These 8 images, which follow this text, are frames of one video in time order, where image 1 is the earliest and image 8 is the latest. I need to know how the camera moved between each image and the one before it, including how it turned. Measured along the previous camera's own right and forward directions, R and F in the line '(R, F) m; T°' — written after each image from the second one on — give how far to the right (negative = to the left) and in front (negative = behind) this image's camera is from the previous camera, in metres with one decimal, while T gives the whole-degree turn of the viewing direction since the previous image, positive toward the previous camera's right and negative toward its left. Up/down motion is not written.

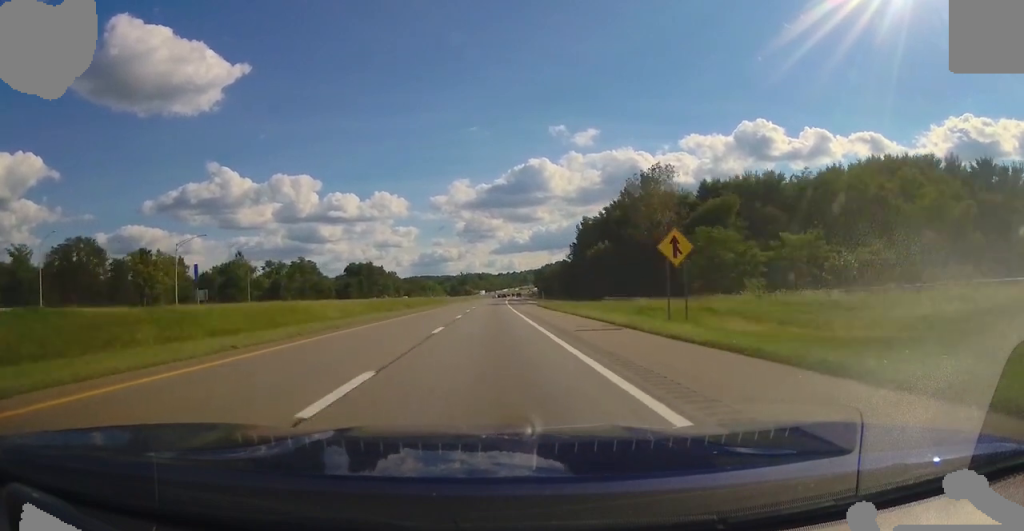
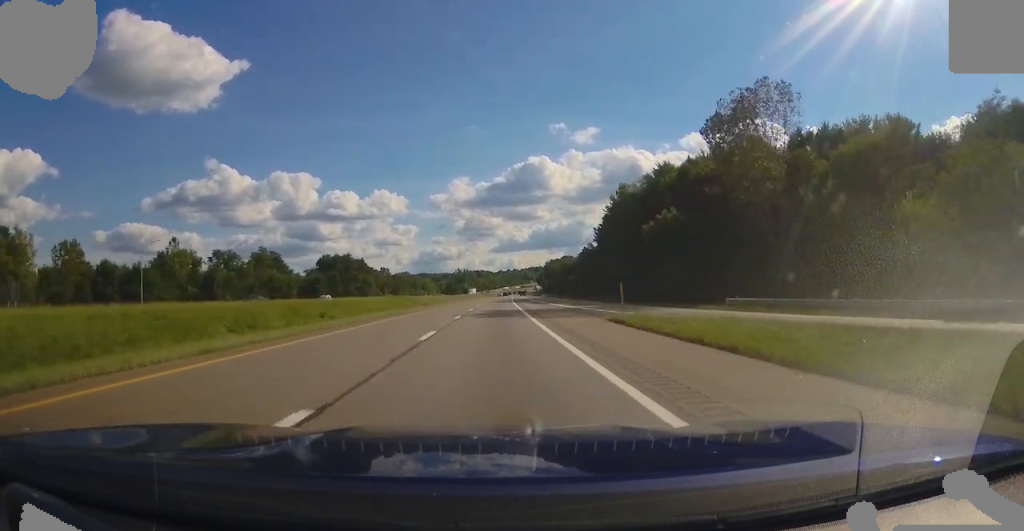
(+0.2, +40.5) m; +1°
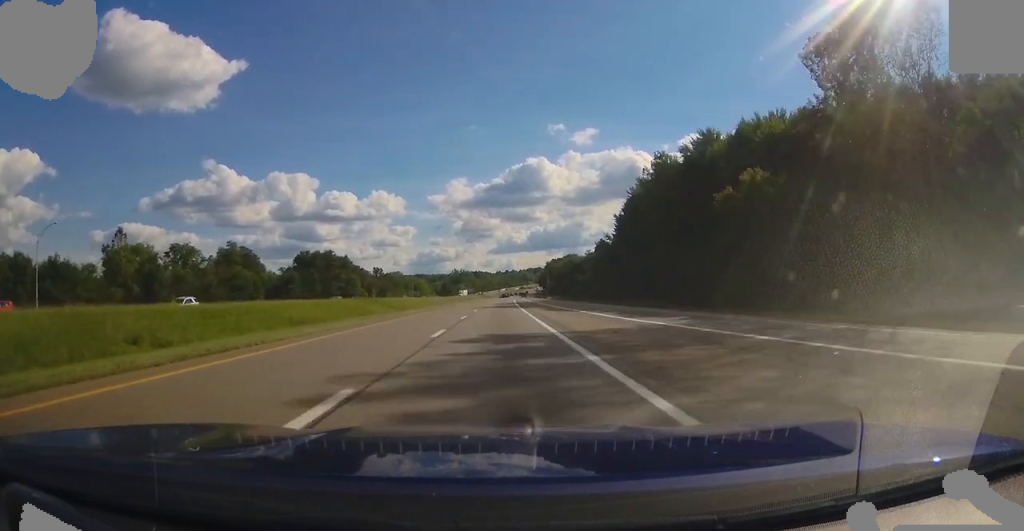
(+0.1, +23.4) m; 0°
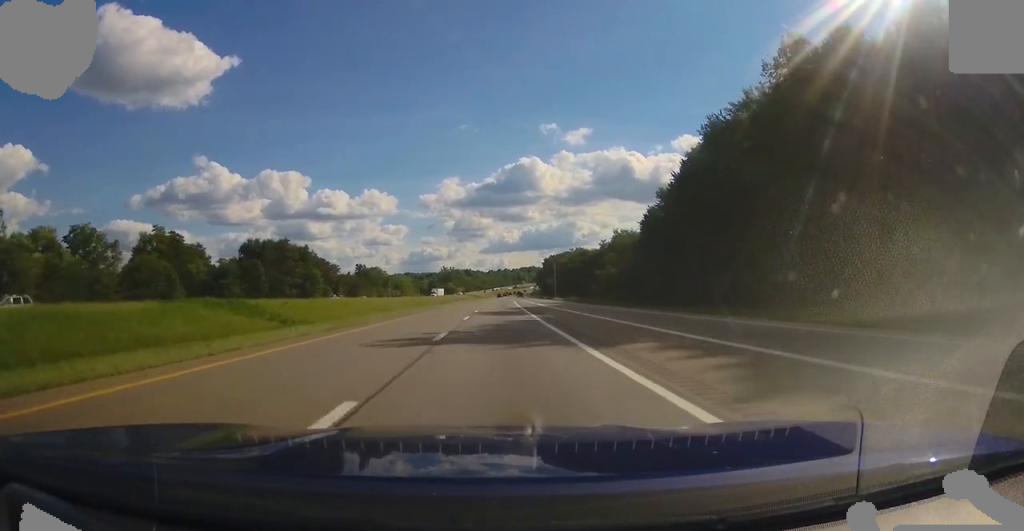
(0.0, +38.0) m; 0°
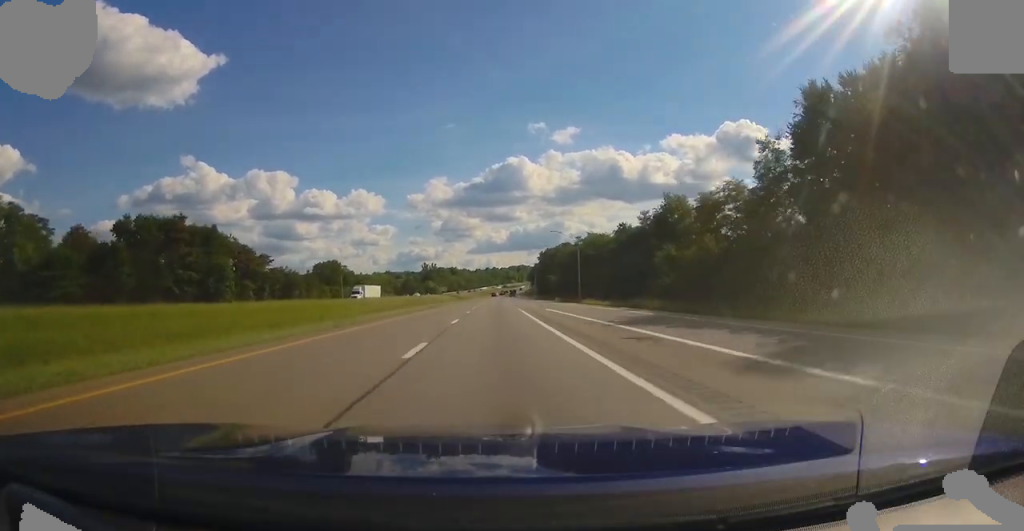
(0.0, +53.8) m; +1°
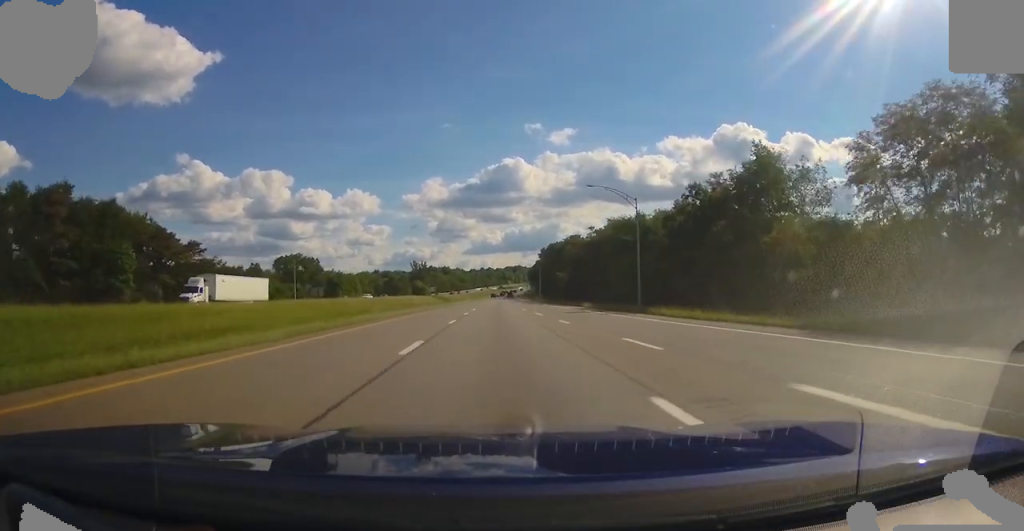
(+0.4, +35.9) m; +1°
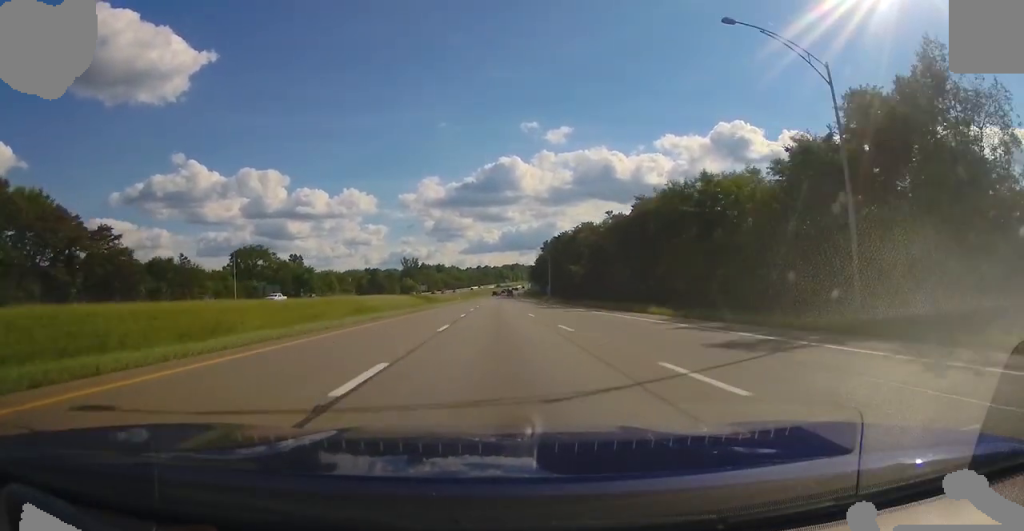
(+0.1, +29.6) m; +1°
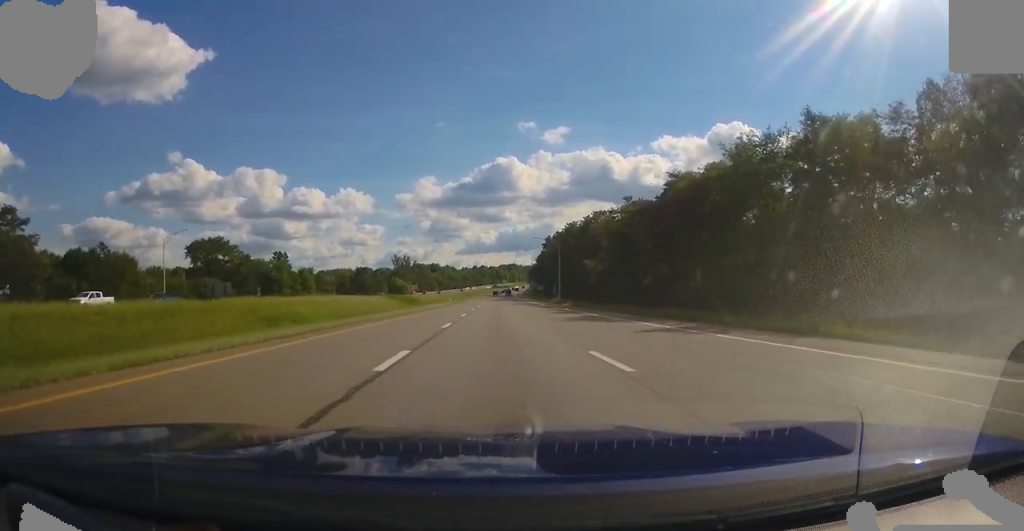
(+0.1, +22.2) m; +1°
